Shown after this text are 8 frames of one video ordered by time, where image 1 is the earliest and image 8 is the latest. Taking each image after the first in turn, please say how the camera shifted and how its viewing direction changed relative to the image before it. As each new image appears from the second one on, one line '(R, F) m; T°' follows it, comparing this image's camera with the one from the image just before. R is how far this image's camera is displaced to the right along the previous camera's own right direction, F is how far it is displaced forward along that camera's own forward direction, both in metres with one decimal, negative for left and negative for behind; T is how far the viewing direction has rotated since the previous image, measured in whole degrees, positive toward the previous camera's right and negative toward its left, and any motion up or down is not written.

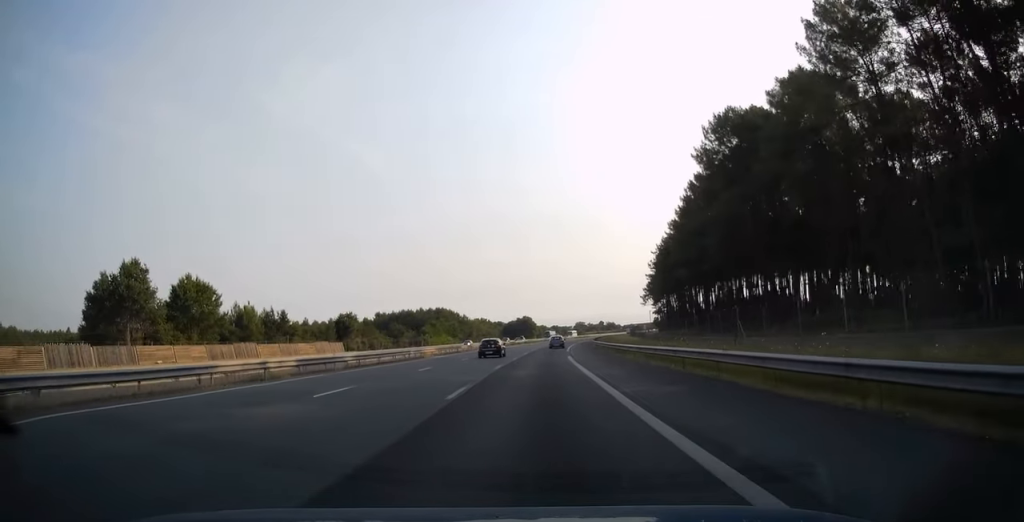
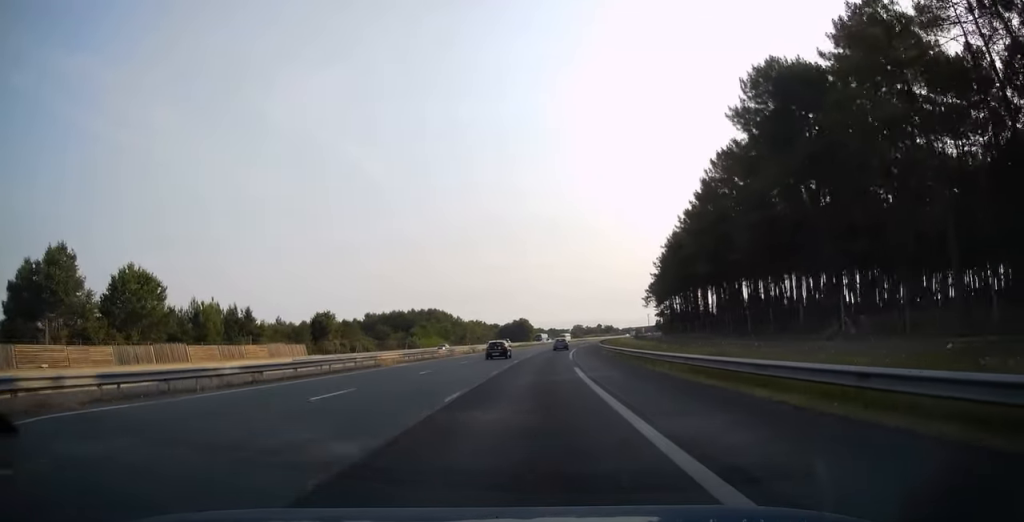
(0.0, +12.8) m; 0°
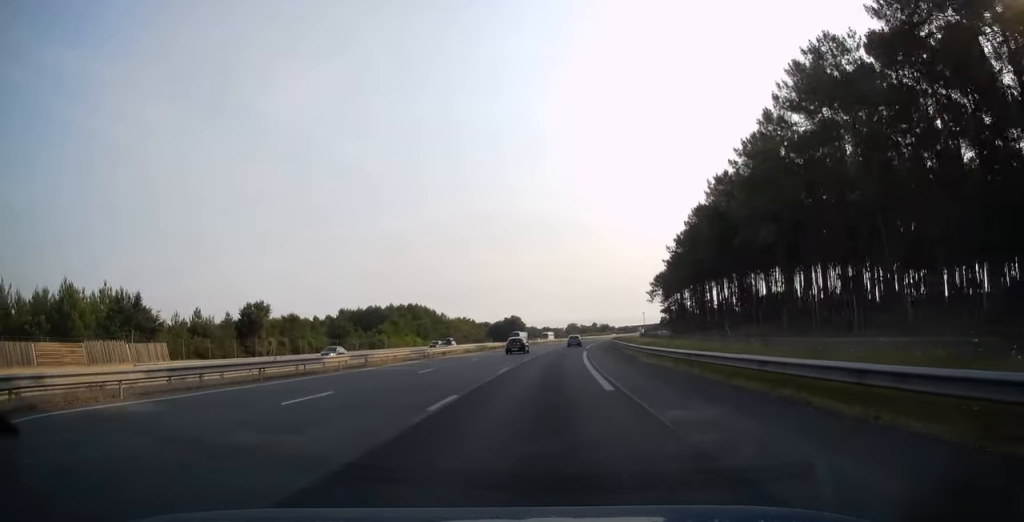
(+0.1, +28.0) m; +1°
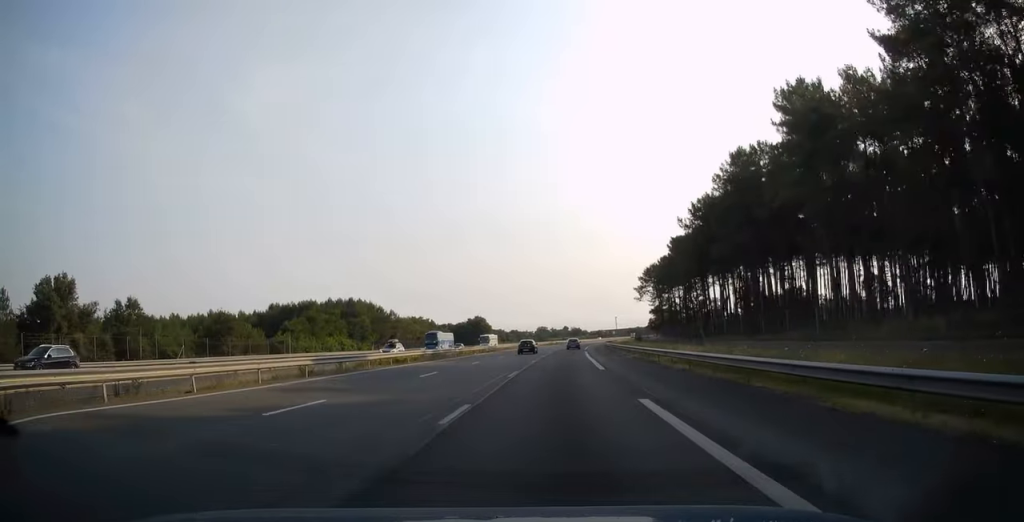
(+0.7, +40.8) m; +3°
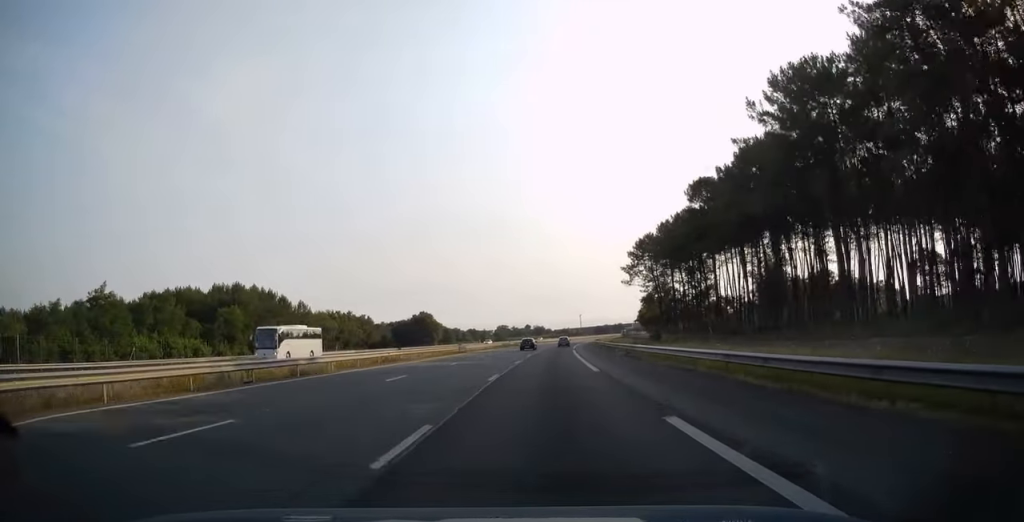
(+2.2, +55.5) m; +4°
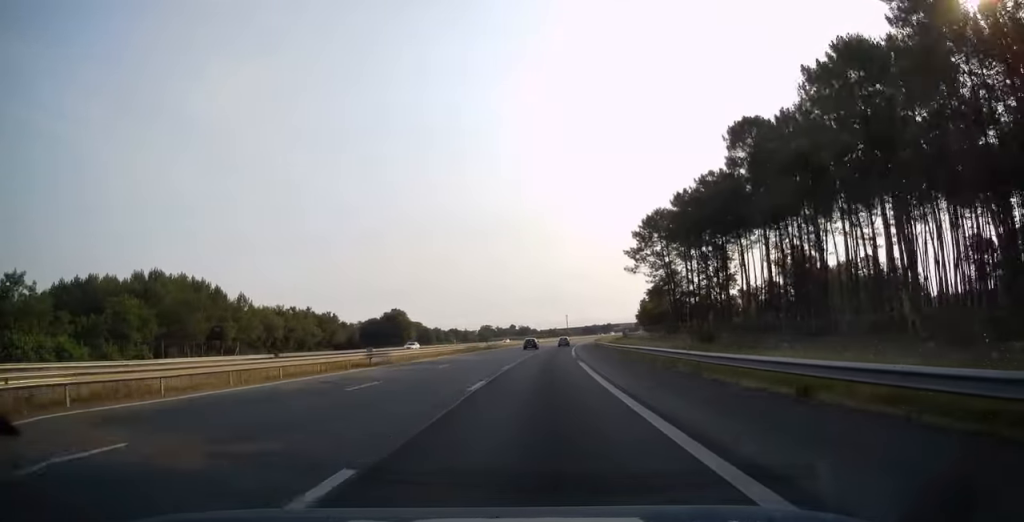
(+0.3, +29.0) m; +1°
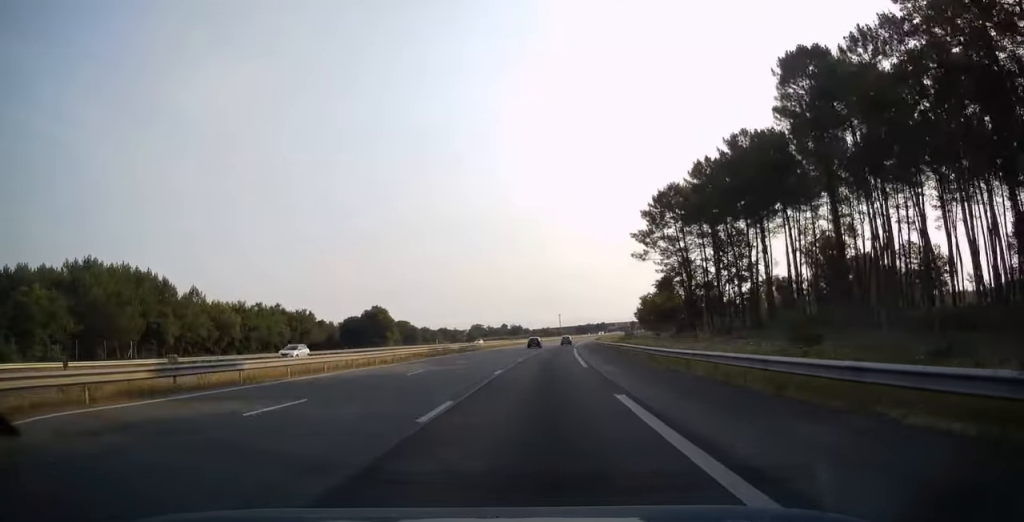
(+0.1, +19.2) m; +1°
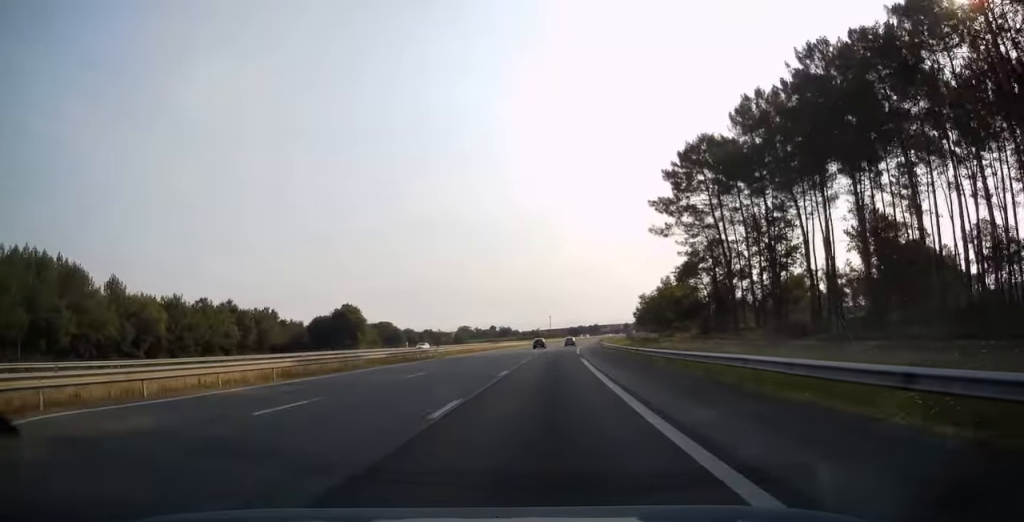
(+0.2, +25.6) m; +1°
